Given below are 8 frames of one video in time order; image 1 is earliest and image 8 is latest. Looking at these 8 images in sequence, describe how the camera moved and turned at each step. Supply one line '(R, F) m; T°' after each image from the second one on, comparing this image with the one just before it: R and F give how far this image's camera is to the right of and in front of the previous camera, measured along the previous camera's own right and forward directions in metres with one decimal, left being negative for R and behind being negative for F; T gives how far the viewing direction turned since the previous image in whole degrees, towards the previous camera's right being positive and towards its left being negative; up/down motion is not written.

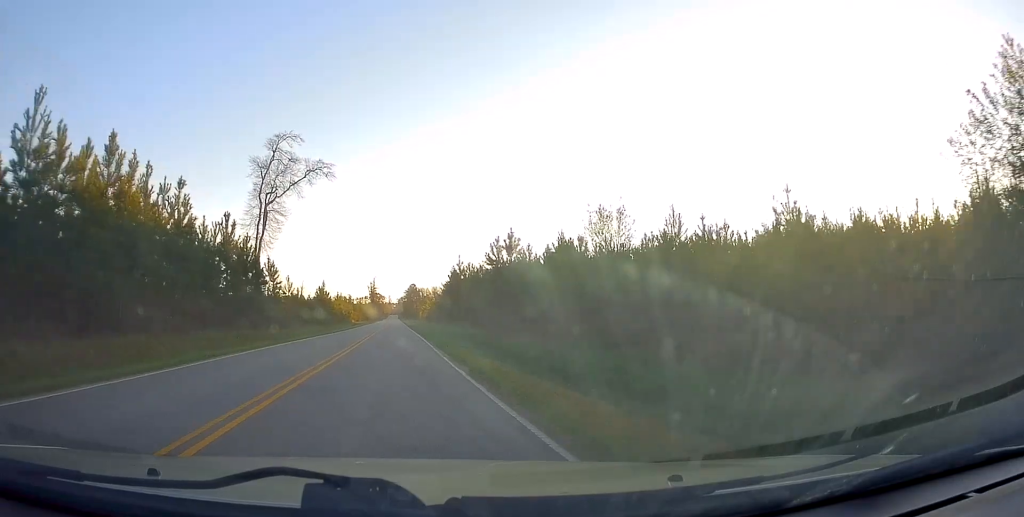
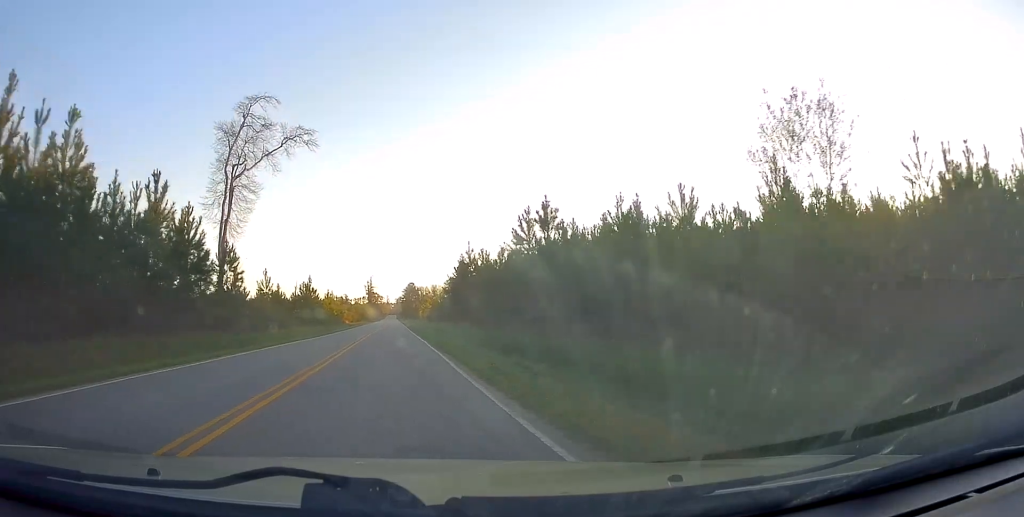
(0.0, +11.2) m; 0°
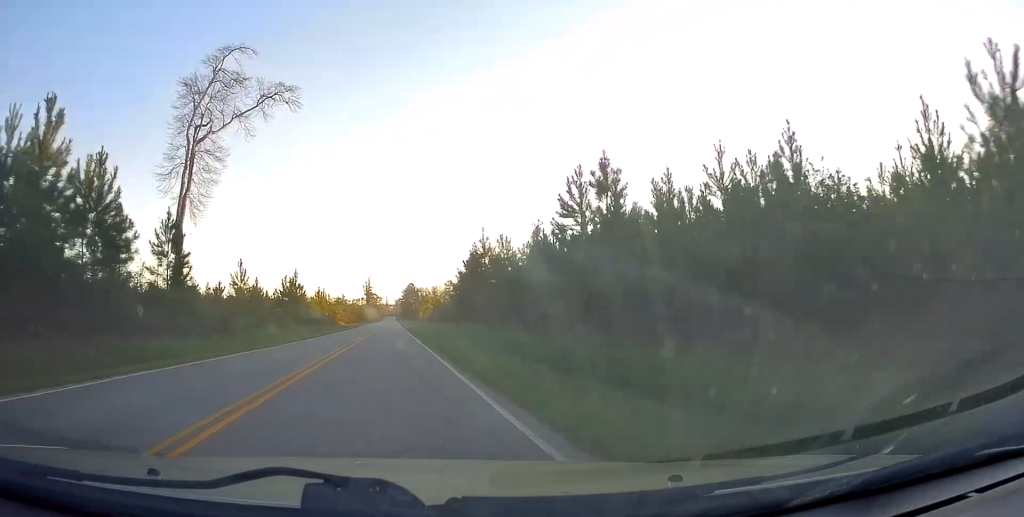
(+0.1, +9.6) m; 0°
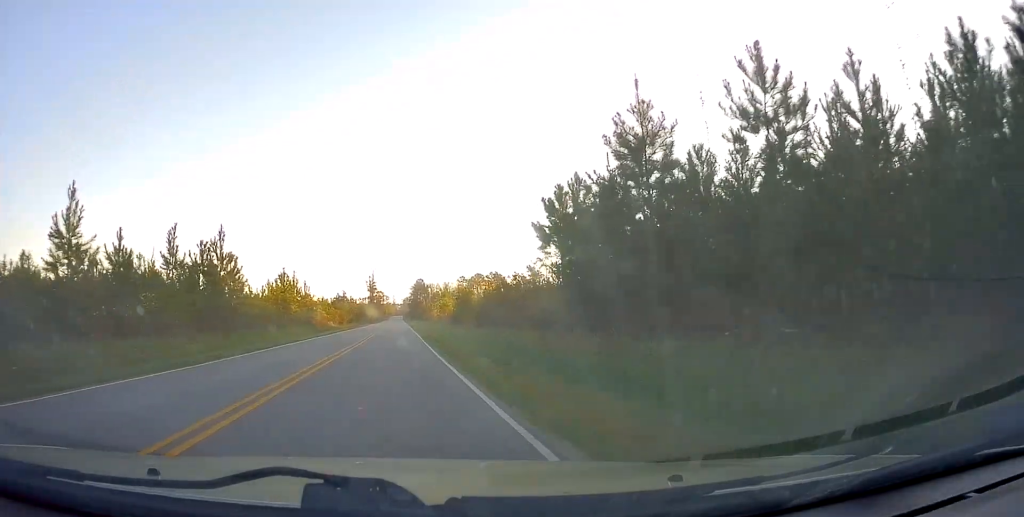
(-0.3, +29.6) m; -1°
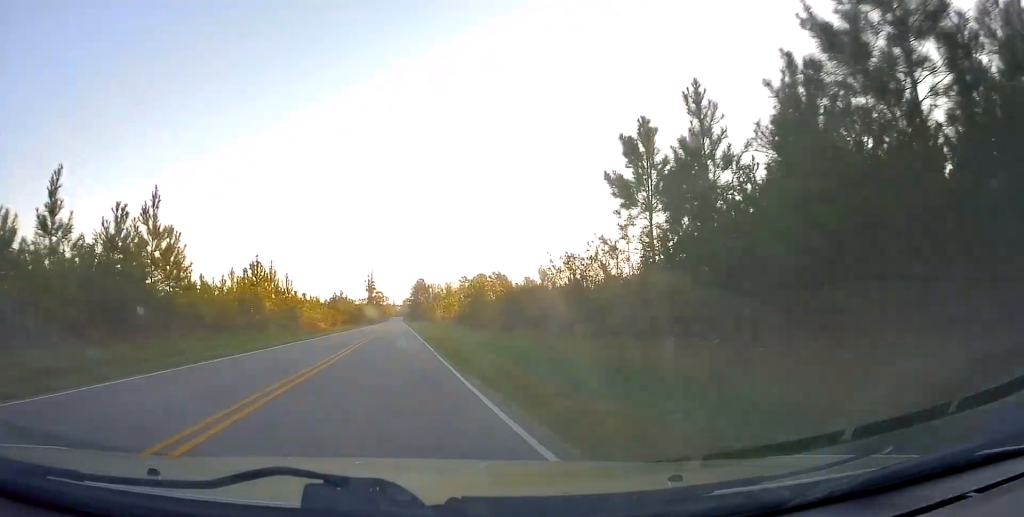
(0.0, +10.3) m; 0°
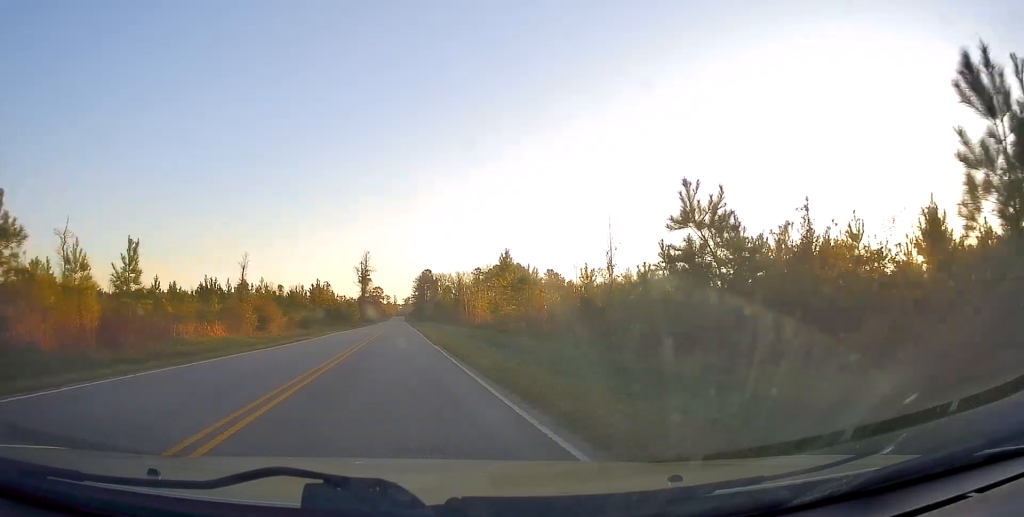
(+0.3, +46.0) m; 0°
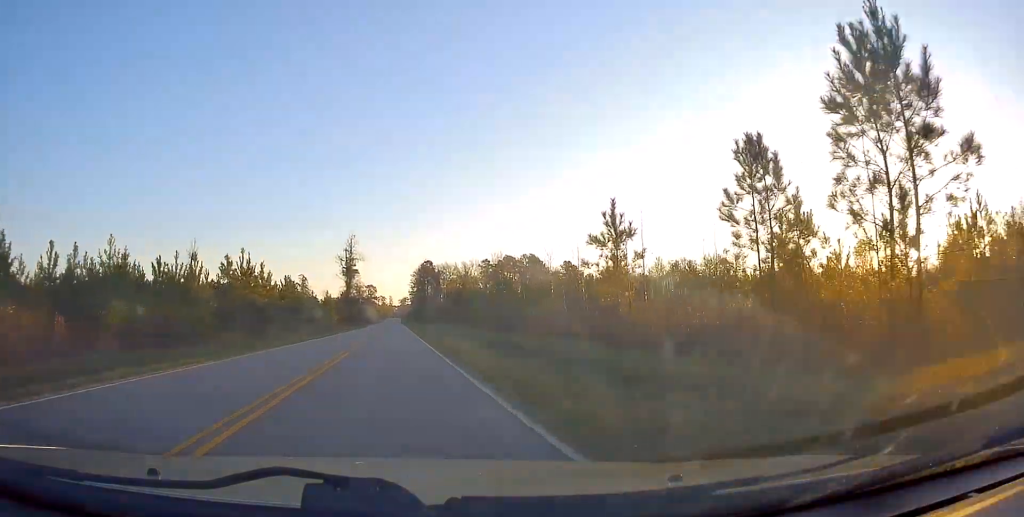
(-0.3, +35.9) m; -1°
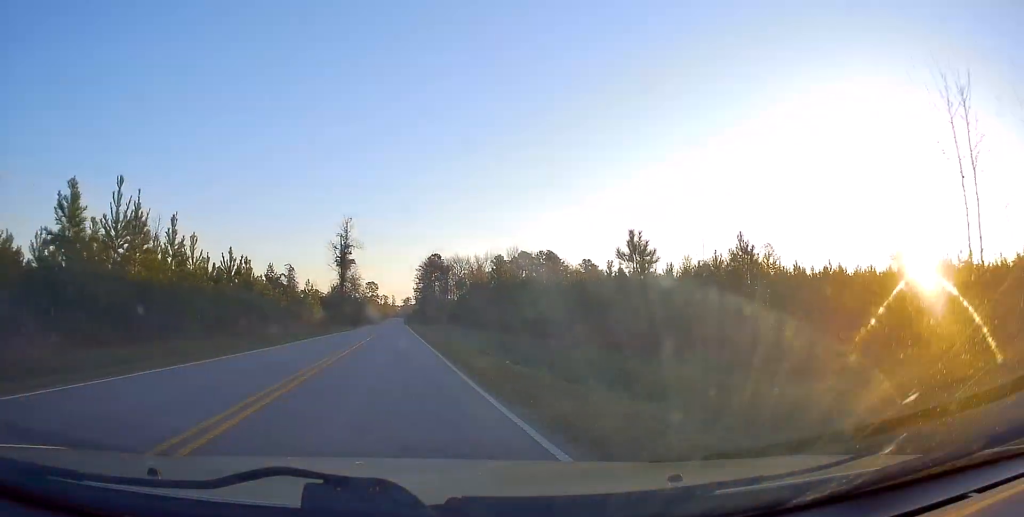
(0.0, +20.5) m; 0°
